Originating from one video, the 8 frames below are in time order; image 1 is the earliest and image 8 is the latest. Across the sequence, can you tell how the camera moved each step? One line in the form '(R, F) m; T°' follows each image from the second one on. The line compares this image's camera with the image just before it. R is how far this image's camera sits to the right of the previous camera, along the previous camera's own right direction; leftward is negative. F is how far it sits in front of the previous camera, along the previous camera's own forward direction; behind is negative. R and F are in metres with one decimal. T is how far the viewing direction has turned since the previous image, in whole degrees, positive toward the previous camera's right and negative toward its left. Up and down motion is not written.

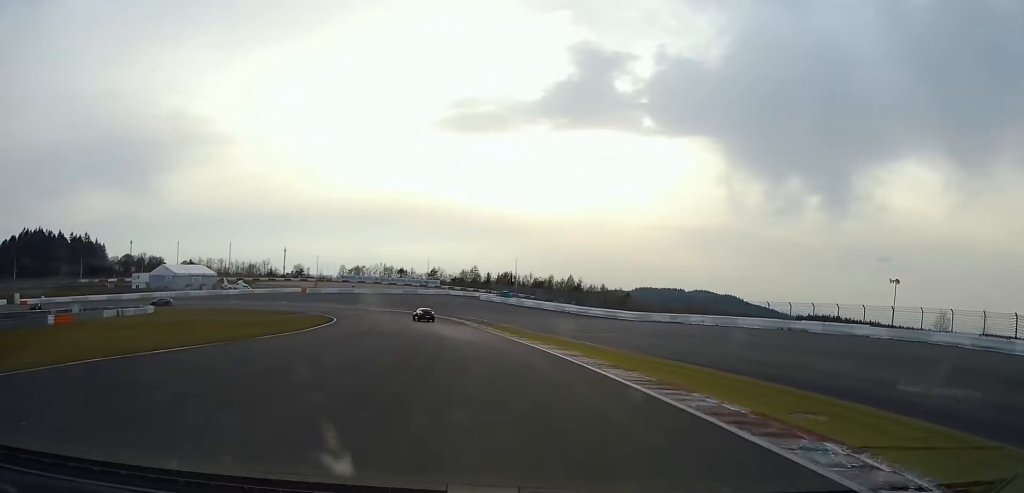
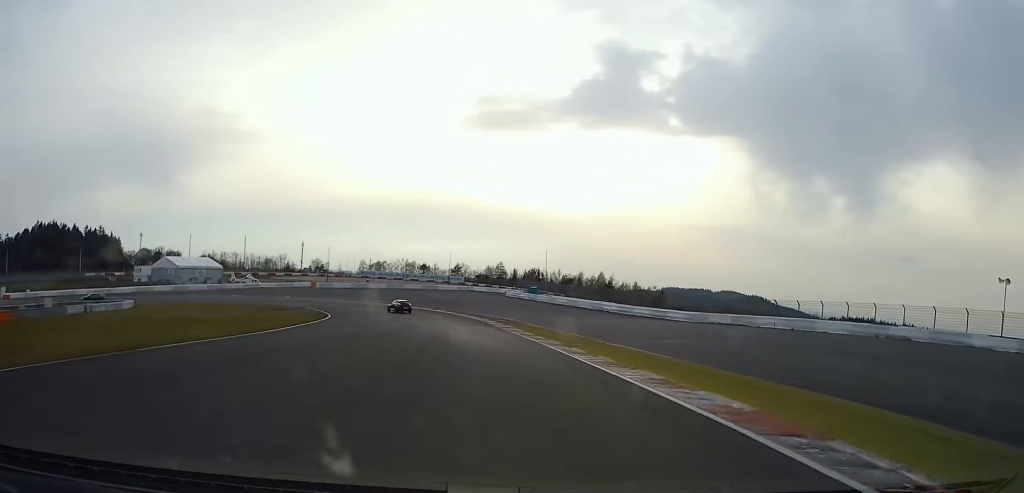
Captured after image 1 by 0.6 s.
(-0.6, +14.7) m; -4°
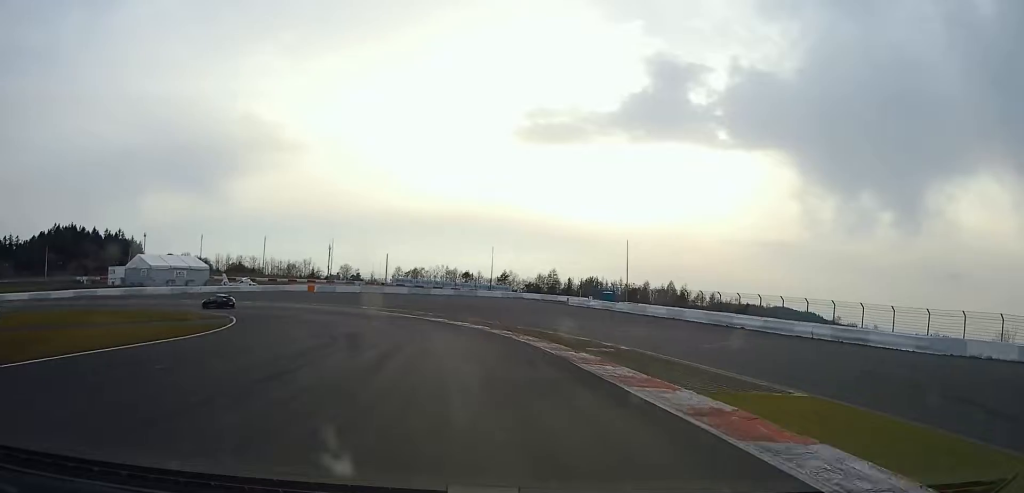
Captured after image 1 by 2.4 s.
(-1.6, +39.3) m; -4°
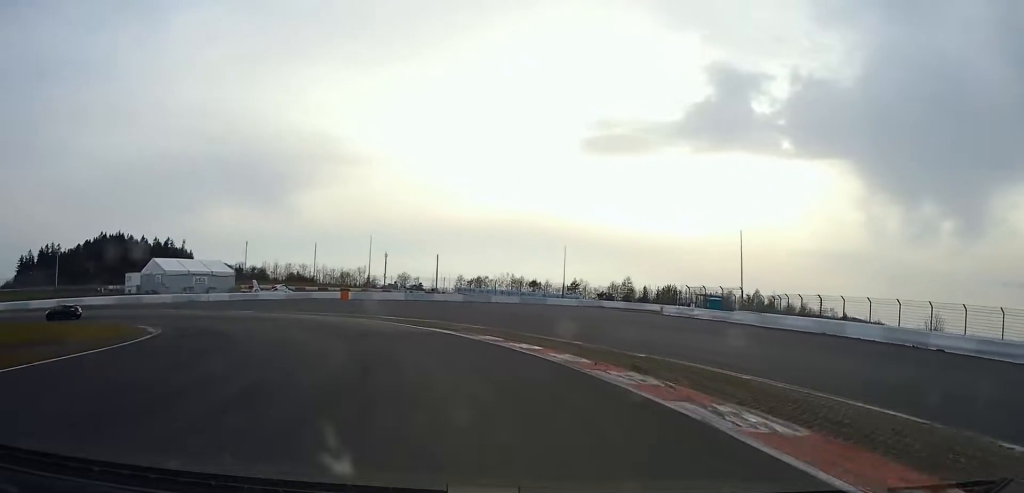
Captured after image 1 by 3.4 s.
(-0.7, +21.9) m; -7°
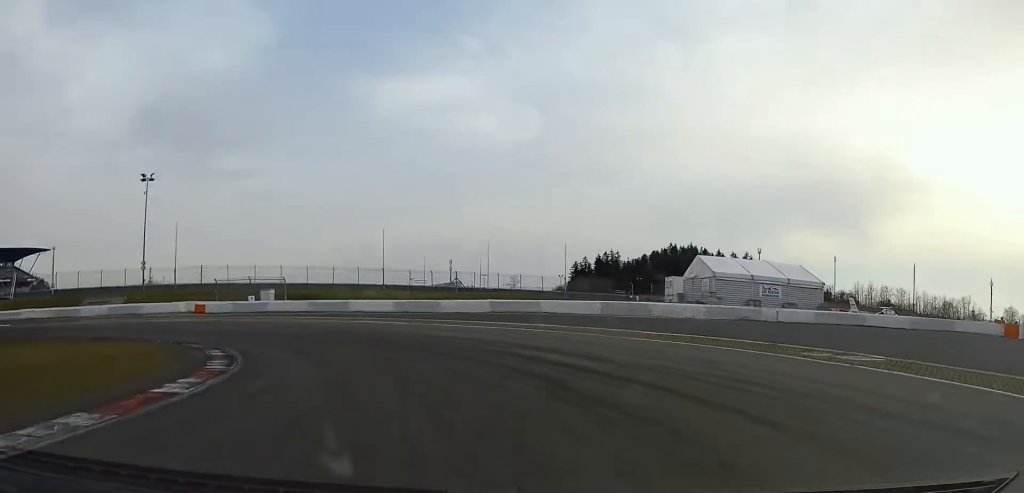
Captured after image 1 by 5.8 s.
(-13.3, +41.6) m; -43°
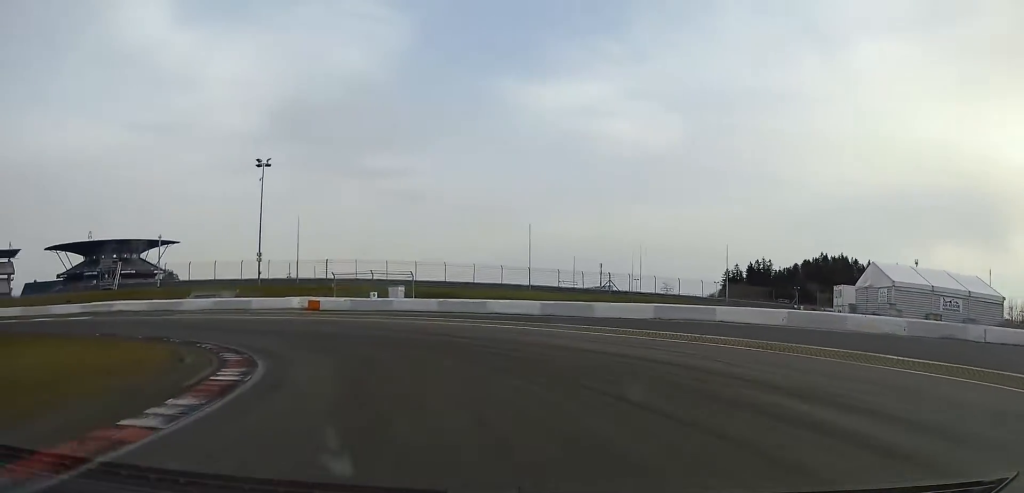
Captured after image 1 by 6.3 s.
(-0.5, +8.5) m; -13°
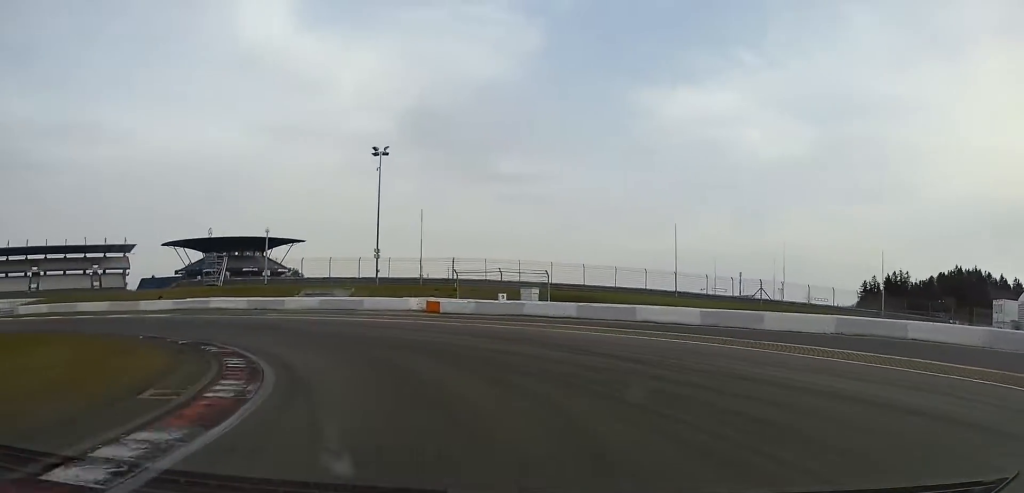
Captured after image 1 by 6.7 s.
(-0.9, +7.5) m; -14°
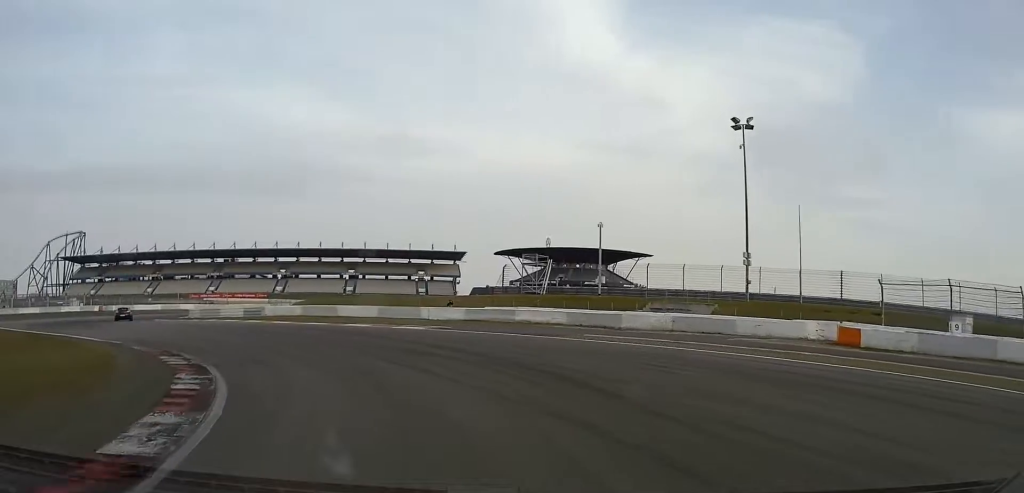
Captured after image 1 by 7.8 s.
(-6.3, +17.4) m; -37°
